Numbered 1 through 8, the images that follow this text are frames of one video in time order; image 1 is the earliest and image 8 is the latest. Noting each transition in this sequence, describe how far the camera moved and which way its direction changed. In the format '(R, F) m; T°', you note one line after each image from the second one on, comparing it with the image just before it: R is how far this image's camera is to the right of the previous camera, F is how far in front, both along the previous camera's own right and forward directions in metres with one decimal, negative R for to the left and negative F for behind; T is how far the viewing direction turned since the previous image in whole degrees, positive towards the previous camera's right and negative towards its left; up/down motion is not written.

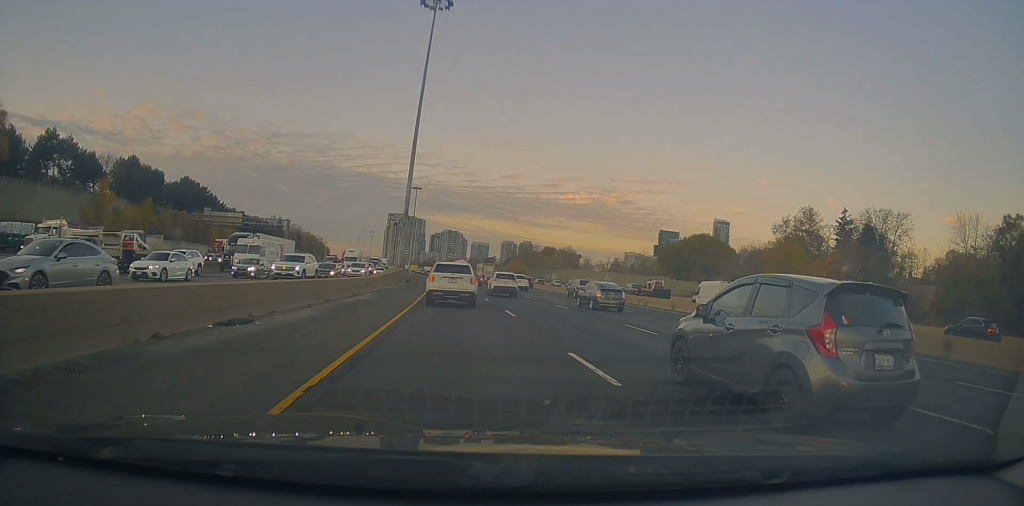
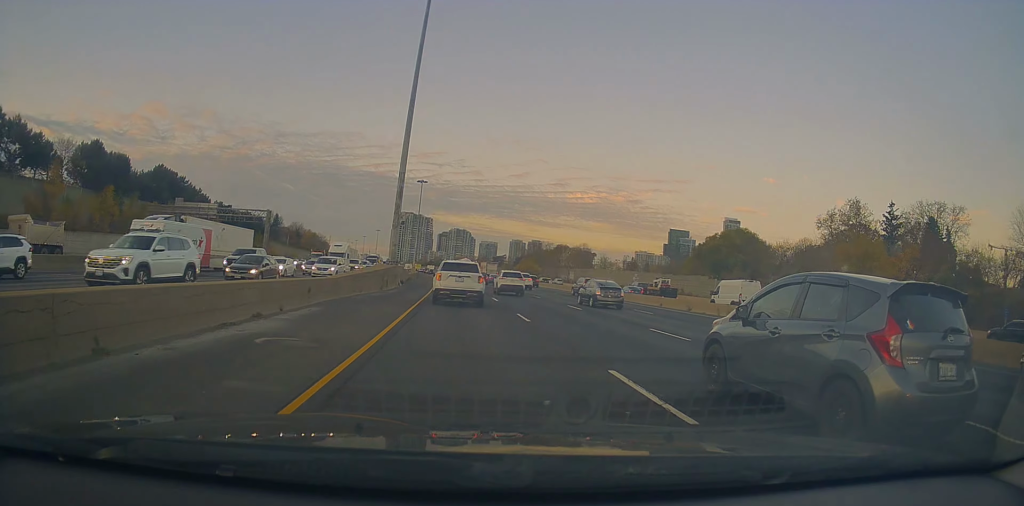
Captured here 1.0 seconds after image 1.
(-0.1, +13.9) m; -2°
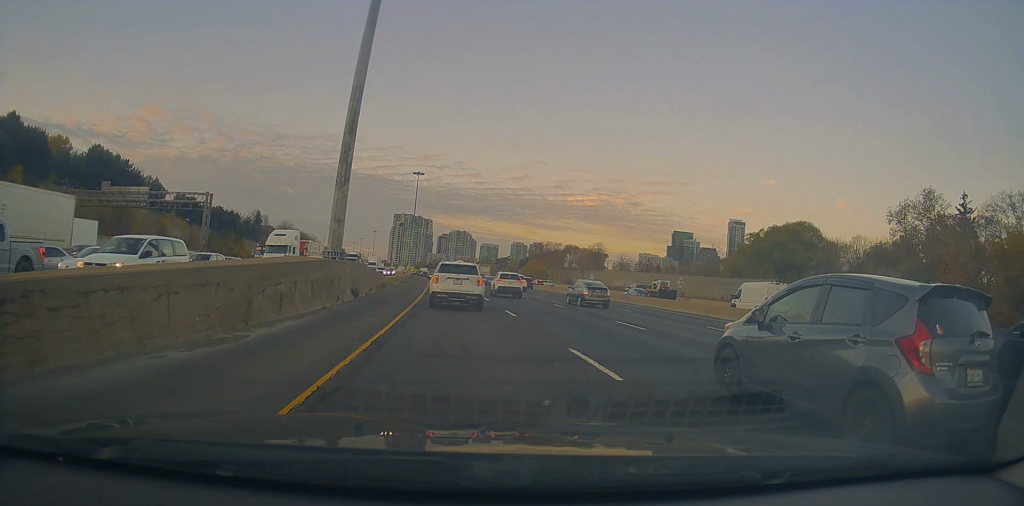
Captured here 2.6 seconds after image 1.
(-0.5, +21.2) m; 0°
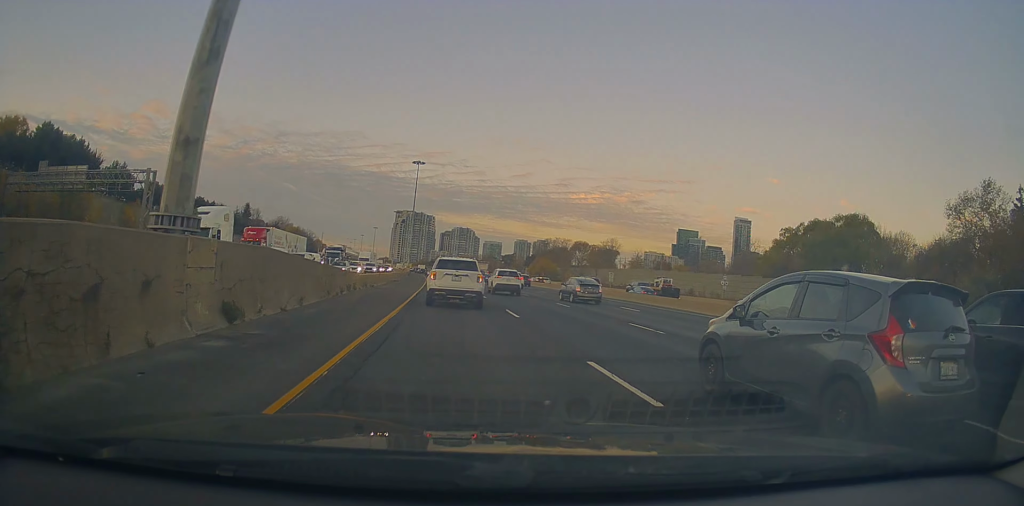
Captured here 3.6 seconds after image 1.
(+0.5, +13.4) m; 0°
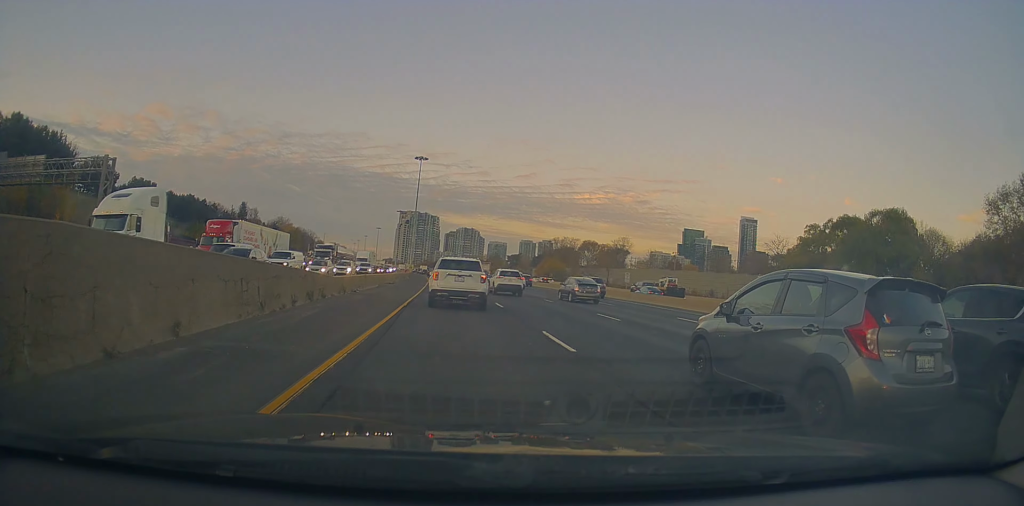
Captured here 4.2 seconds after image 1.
(-0.3, +7.4) m; -2°
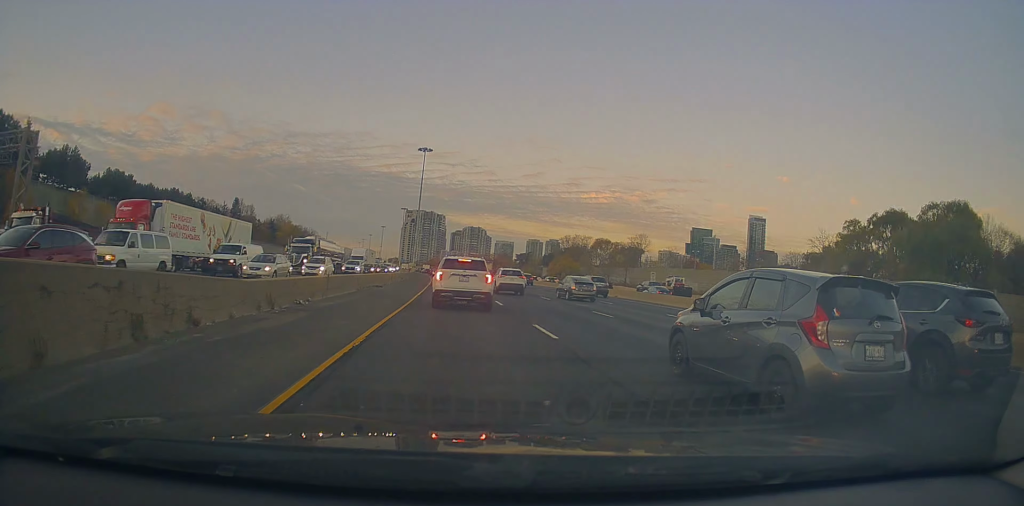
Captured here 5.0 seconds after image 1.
(-0.2, +10.7) m; 0°
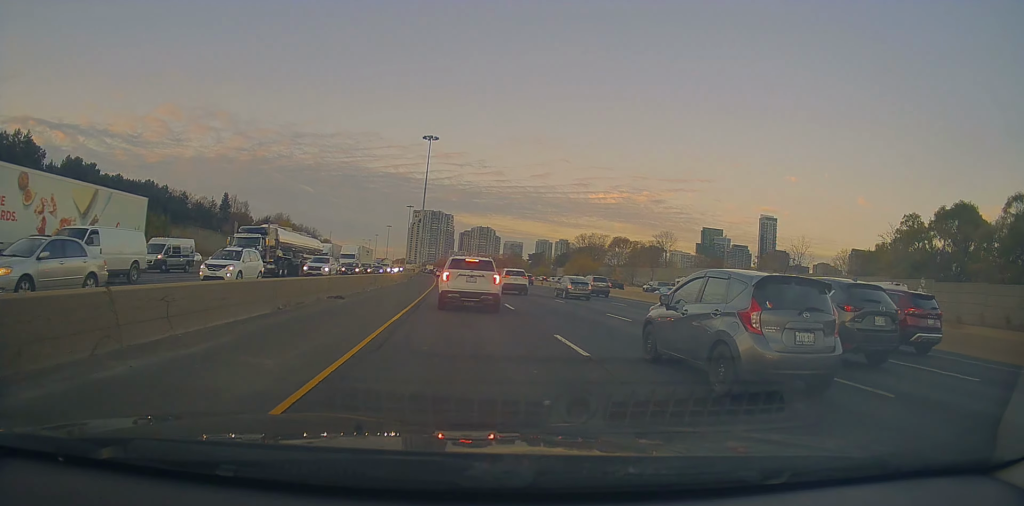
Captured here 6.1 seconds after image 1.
(+0.2, +13.9) m; -1°
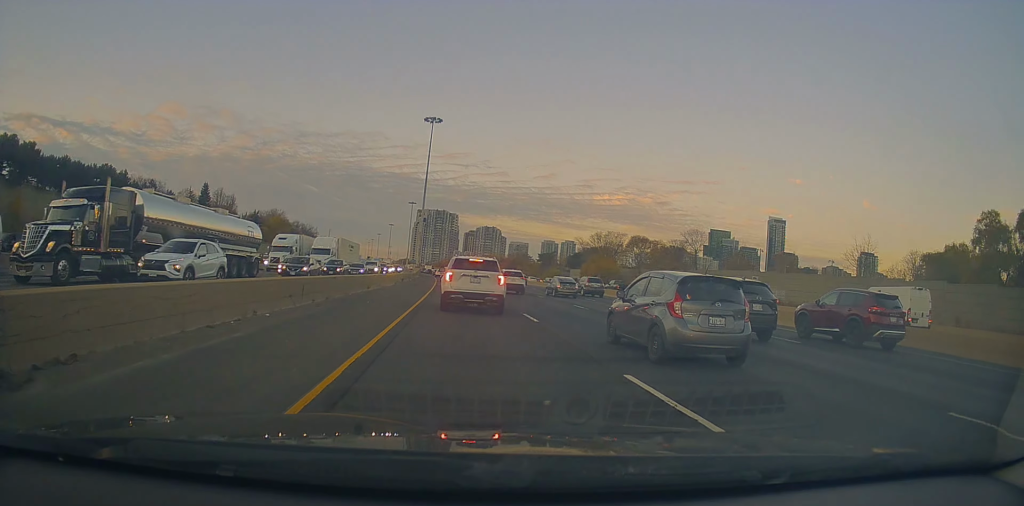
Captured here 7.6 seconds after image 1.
(-0.5, +16.4) m; 0°
